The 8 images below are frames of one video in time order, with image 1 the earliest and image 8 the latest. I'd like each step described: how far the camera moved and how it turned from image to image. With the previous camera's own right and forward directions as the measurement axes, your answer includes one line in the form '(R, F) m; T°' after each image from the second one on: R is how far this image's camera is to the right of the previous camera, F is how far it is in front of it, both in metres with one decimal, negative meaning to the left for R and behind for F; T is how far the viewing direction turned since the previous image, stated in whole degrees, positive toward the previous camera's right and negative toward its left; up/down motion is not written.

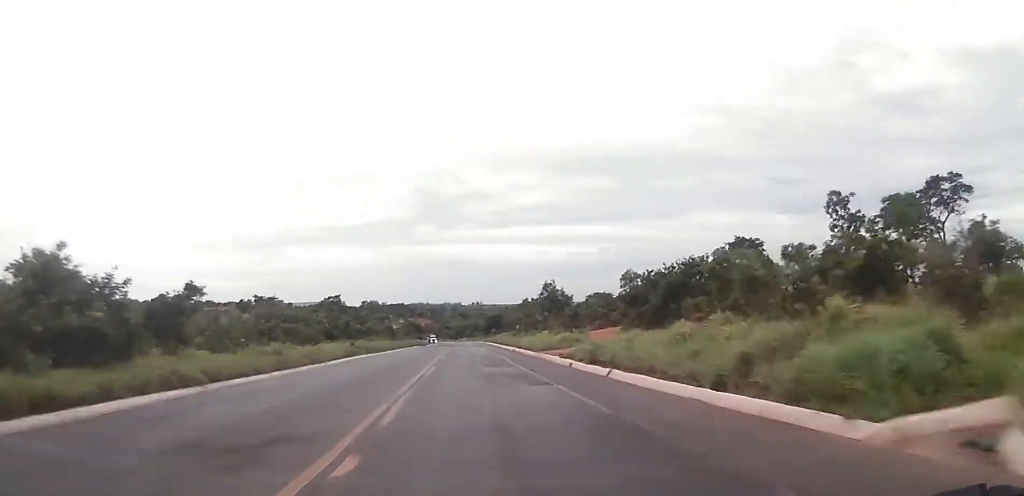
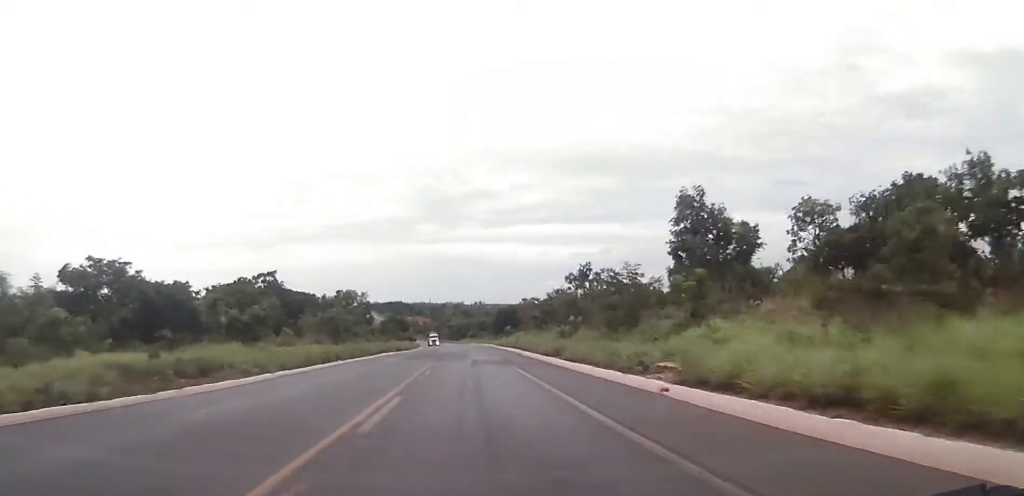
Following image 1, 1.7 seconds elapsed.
(0.0, +49.6) m; 0°
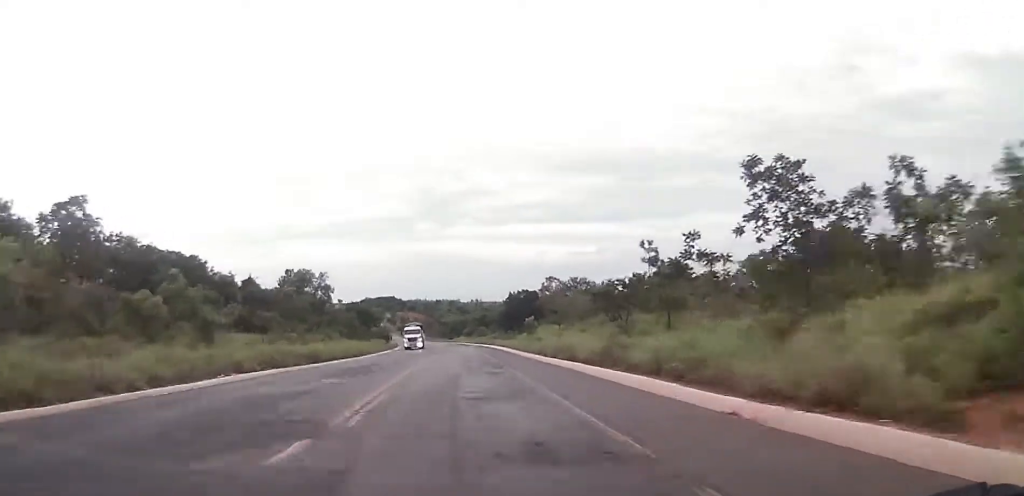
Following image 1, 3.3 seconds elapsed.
(0.0, +48.3) m; 0°
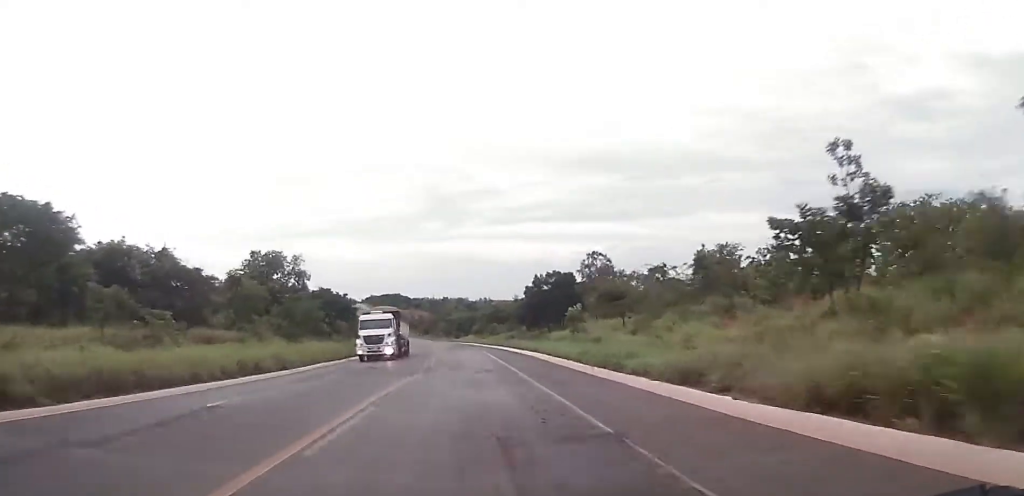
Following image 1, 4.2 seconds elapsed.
(+0.2, +26.4) m; -1°
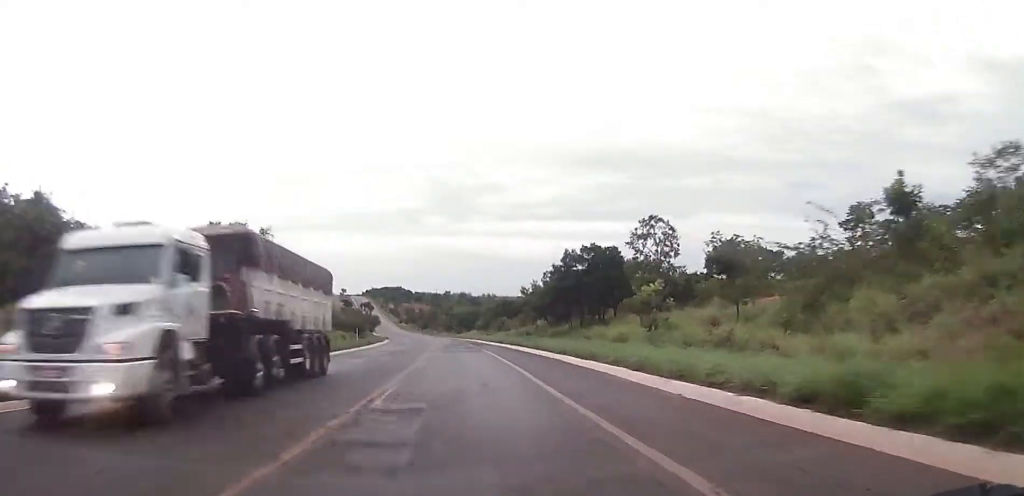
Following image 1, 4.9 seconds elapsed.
(-0.3, +19.6) m; -1°
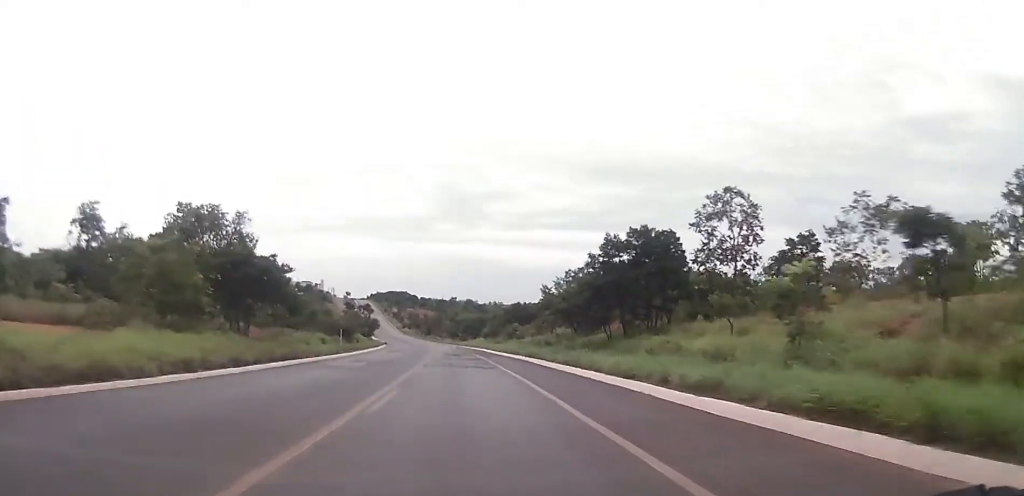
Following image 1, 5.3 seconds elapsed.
(-0.1, +12.7) m; -1°
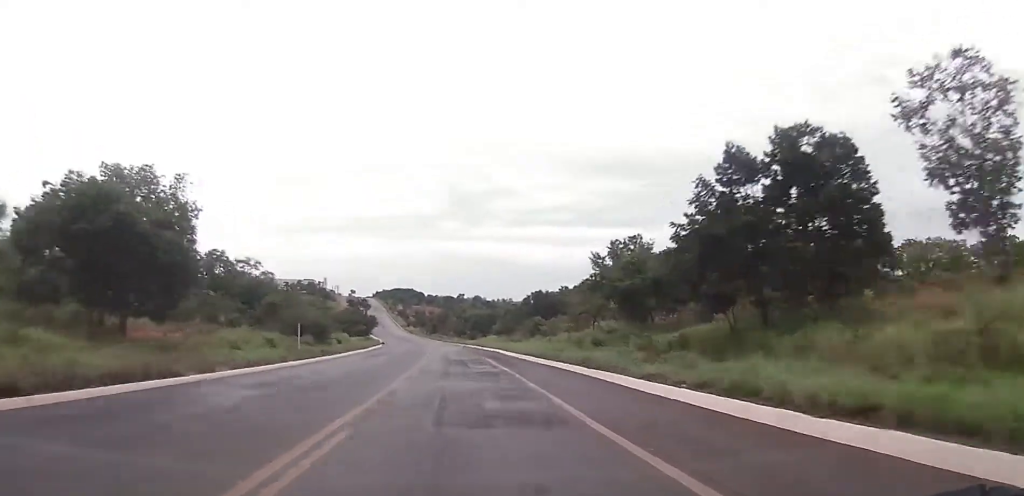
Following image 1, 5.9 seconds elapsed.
(0.0, +18.7) m; 0°
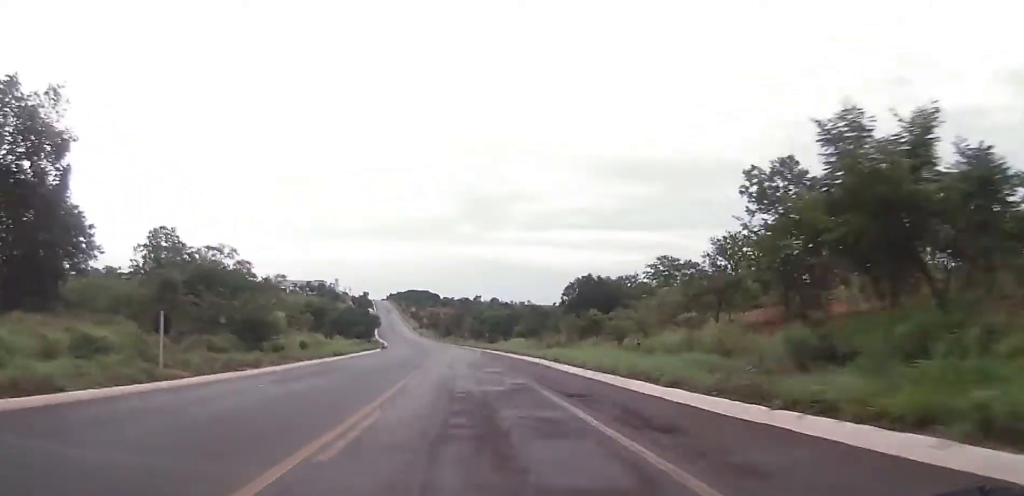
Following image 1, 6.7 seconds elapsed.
(0.0, +22.7) m; -1°
